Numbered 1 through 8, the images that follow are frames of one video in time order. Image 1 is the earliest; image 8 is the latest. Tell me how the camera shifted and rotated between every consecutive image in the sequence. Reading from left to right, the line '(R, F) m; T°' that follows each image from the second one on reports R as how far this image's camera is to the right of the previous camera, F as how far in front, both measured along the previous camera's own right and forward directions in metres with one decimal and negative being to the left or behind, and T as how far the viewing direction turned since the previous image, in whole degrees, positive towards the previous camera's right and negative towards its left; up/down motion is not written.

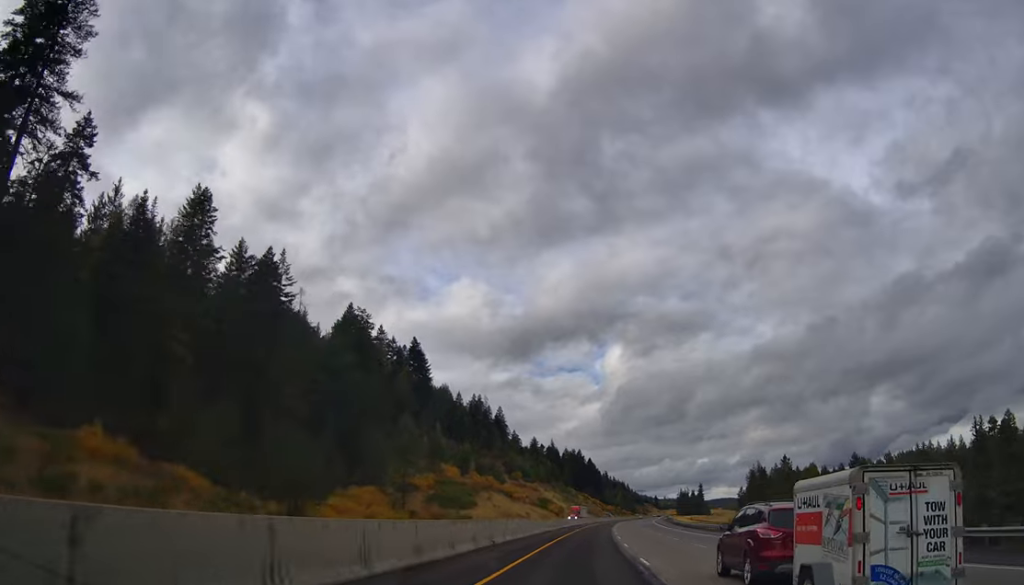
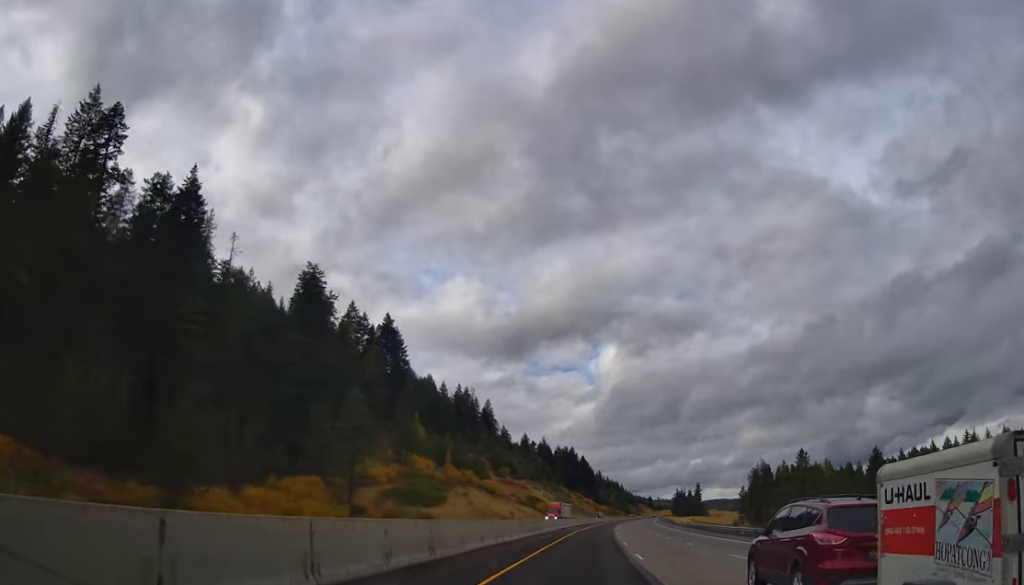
(-0.1, +21.6) m; +1°
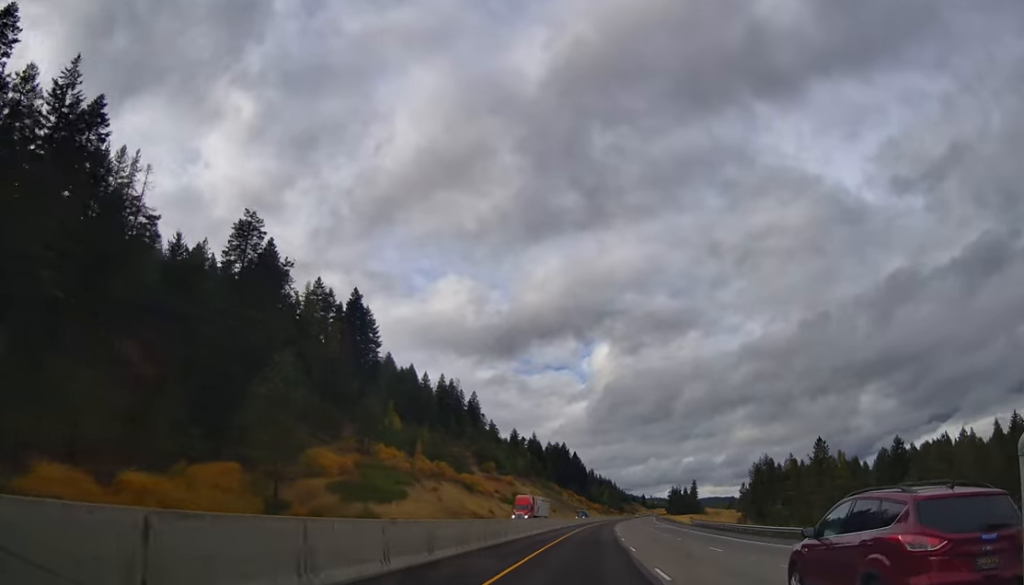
(-0.2, +19.3) m; +1°
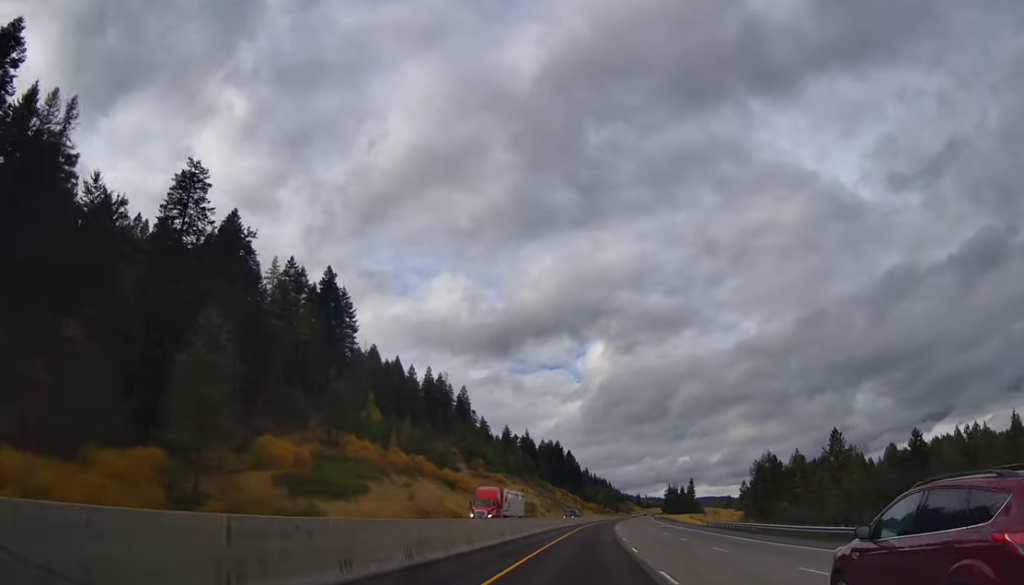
(+0.3, +13.7) m; +1°
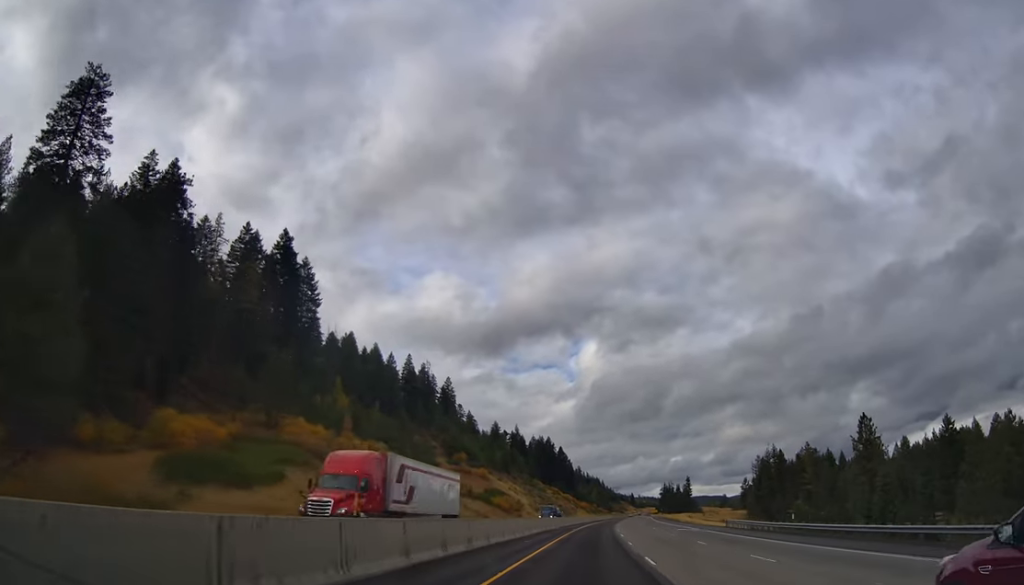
(+0.1, +19.4) m; +2°
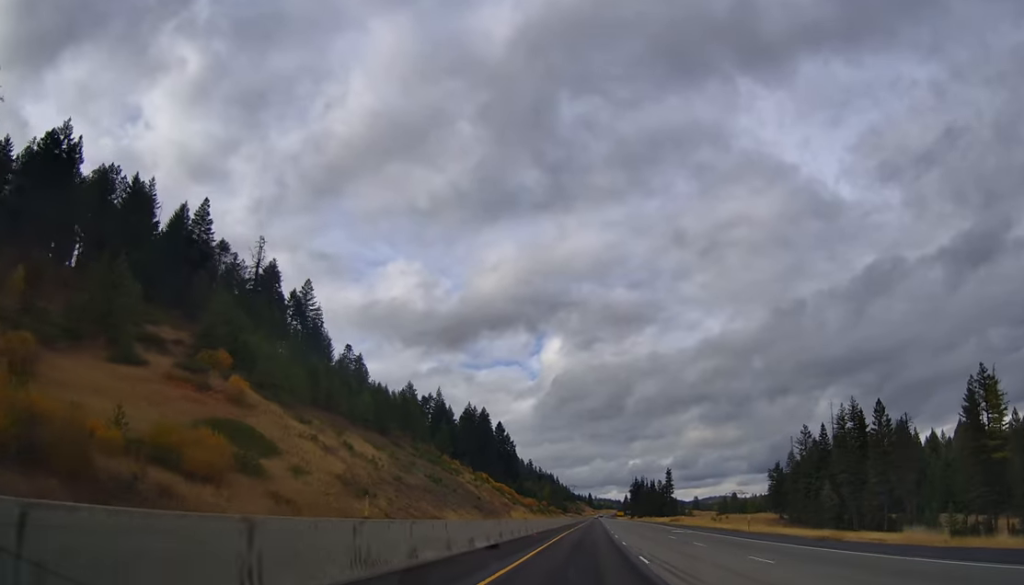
(+2.0, +122.2) m; +3°
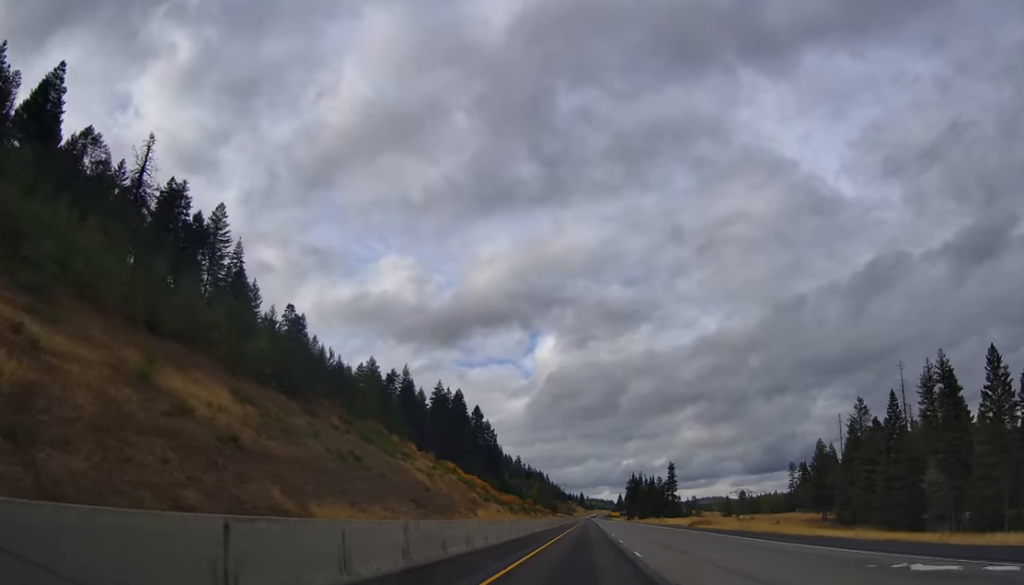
(+0.5, +46.9) m; +1°
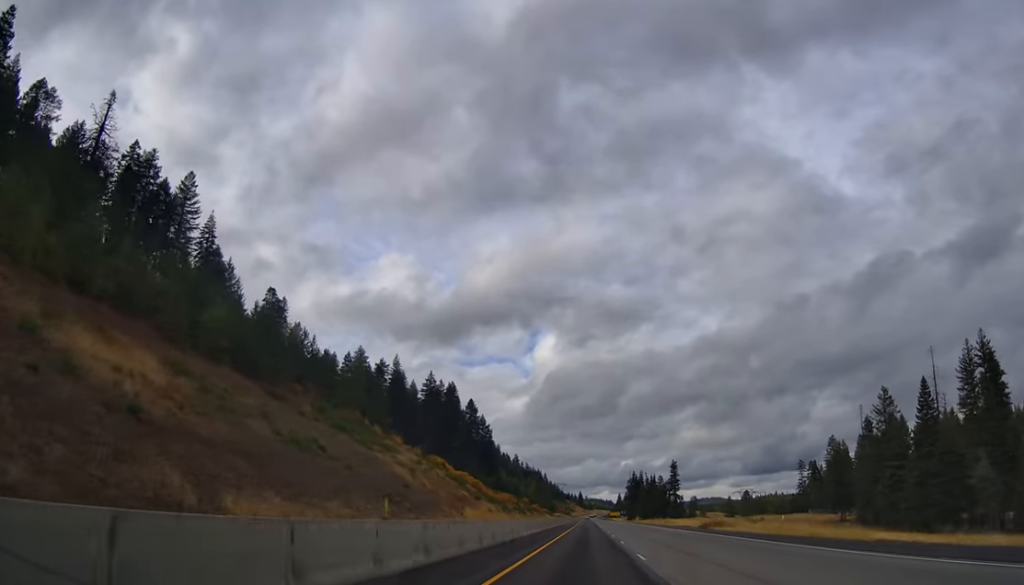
(0.0, +13.7) m; 0°
